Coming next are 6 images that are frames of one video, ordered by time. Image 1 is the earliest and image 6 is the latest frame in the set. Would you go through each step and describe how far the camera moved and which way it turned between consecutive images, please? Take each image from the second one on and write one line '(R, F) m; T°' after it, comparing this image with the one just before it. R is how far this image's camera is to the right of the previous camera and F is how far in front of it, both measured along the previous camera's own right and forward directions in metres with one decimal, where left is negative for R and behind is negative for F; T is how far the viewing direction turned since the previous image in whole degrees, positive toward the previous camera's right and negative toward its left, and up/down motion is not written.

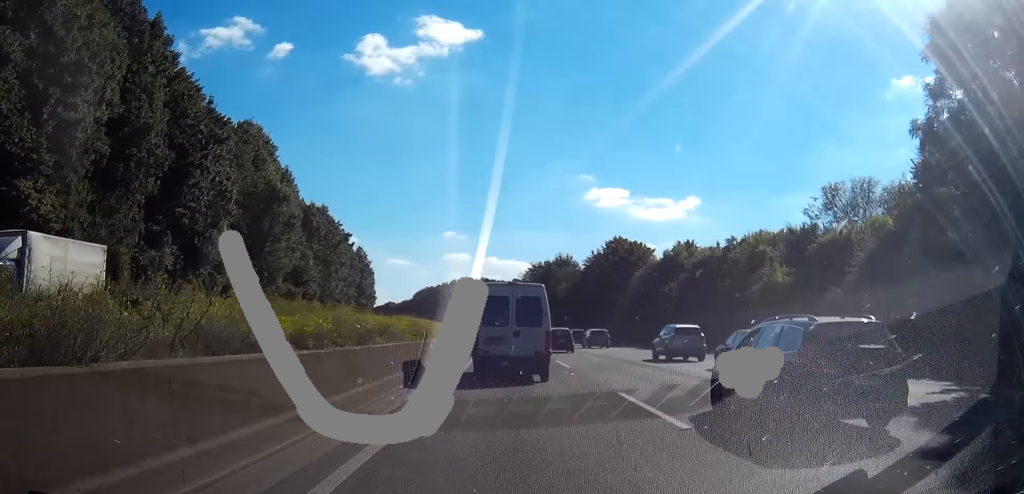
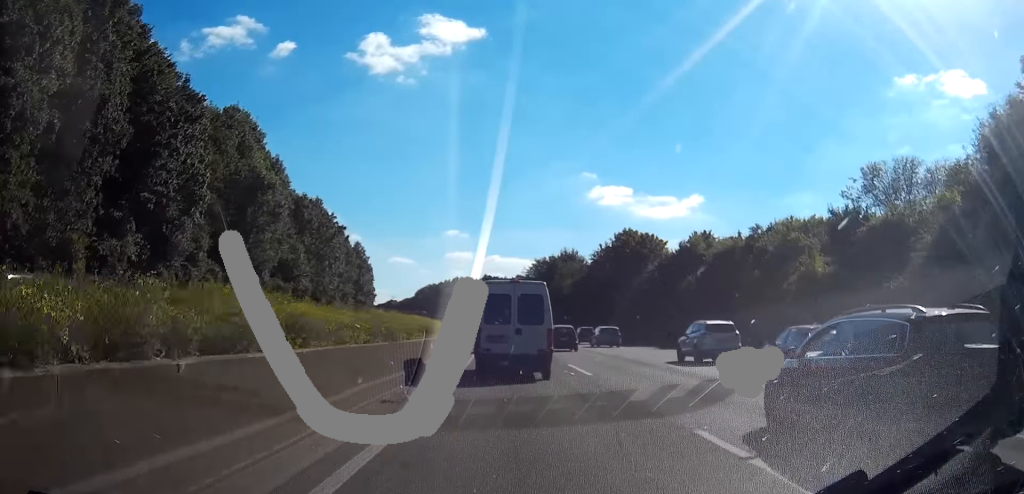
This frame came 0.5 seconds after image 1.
(+0.1, +6.5) m; 0°
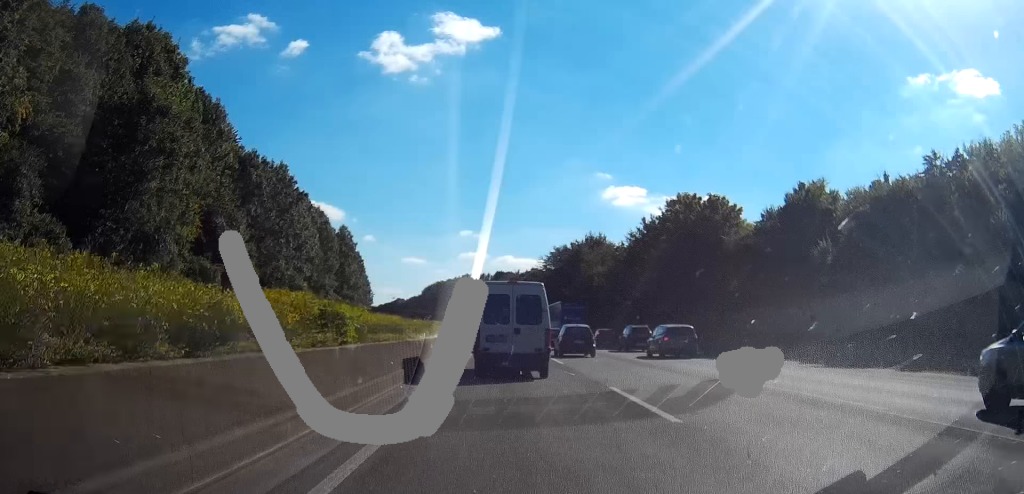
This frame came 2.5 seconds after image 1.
(-0.2, +27.5) m; -1°
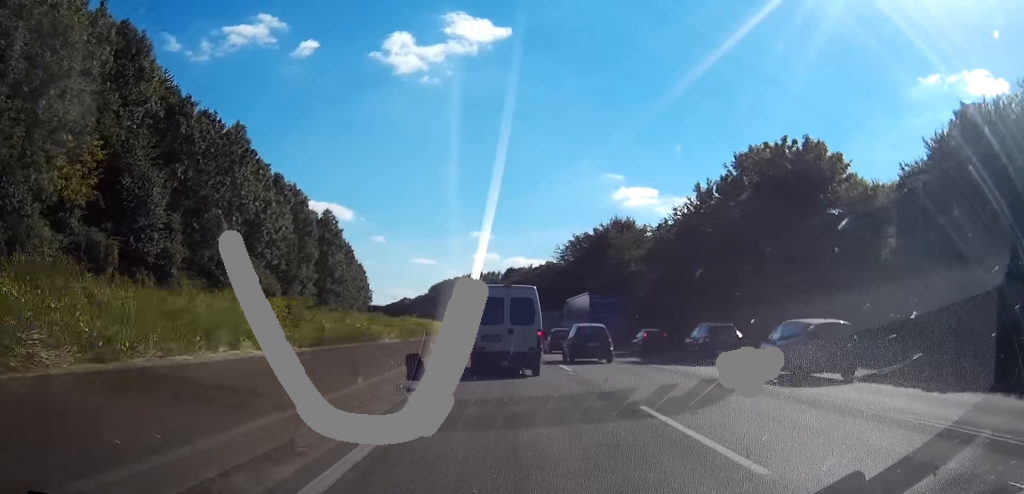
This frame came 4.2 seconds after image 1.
(-0.1, +21.1) m; -1°
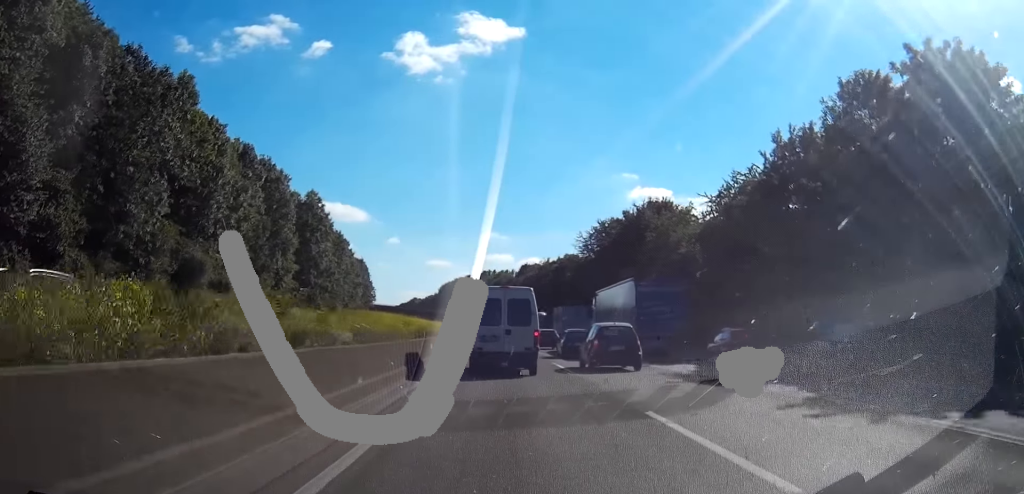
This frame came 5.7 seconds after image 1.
(-0.3, +17.7) m; -1°
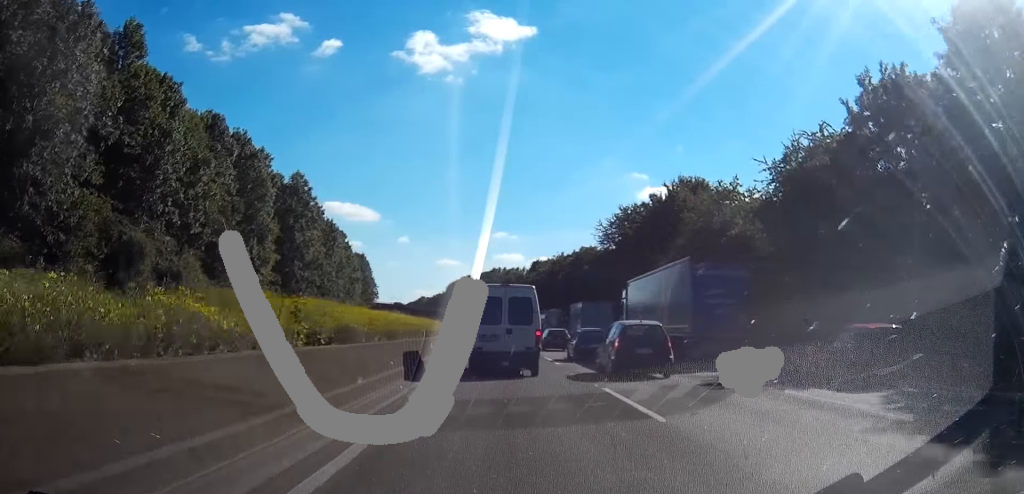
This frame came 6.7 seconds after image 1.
(+0.1, +12.1) m; -1°
